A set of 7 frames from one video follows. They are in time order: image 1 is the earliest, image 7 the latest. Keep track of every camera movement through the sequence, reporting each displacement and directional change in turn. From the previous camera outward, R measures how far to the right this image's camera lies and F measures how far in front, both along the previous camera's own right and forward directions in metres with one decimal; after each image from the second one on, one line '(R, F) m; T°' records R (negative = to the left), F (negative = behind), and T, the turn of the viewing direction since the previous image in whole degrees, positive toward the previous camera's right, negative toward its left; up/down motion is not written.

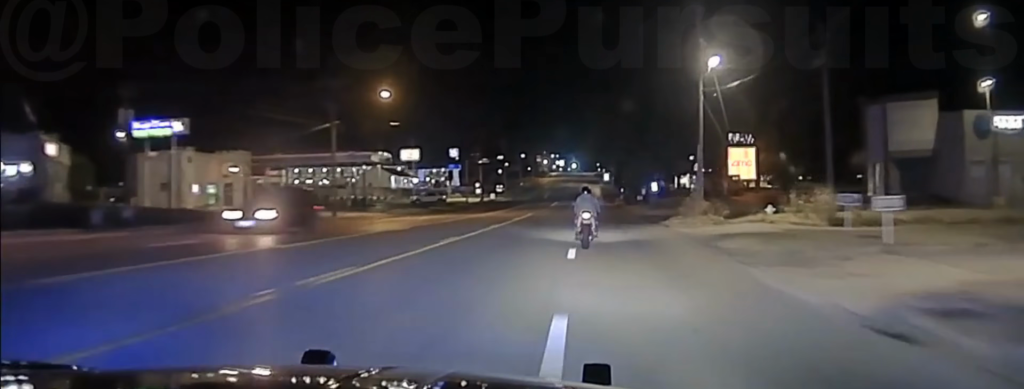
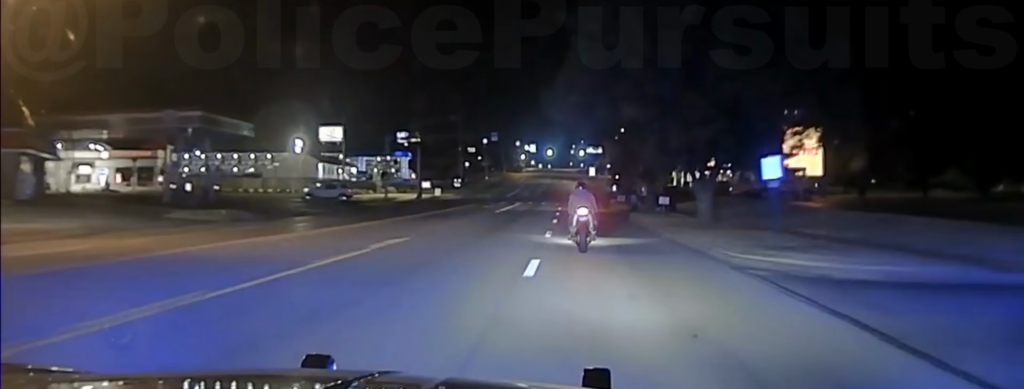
(+0.8, +45.5) m; +1°
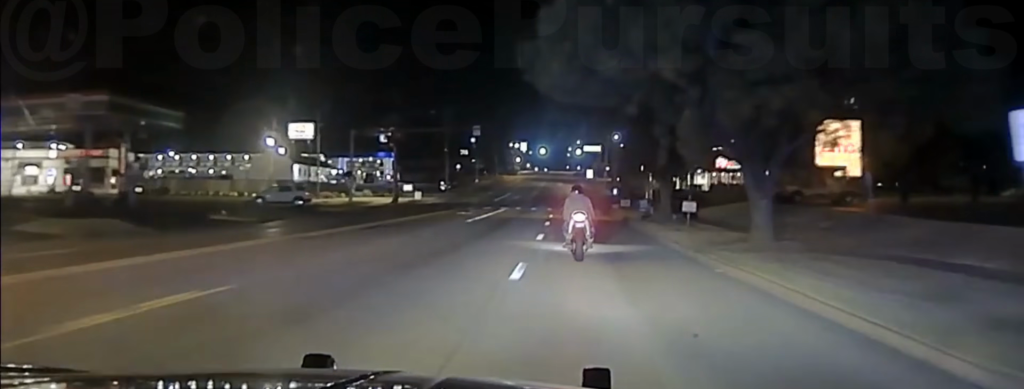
(0.0, +12.9) m; 0°
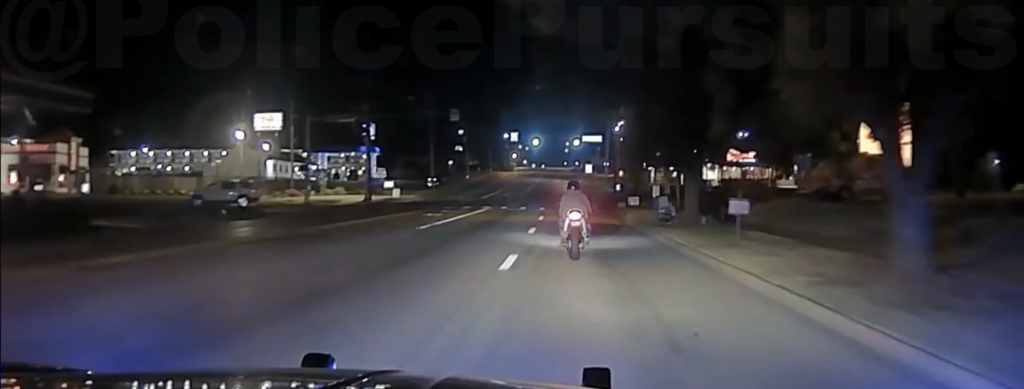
(0.0, +10.8) m; 0°
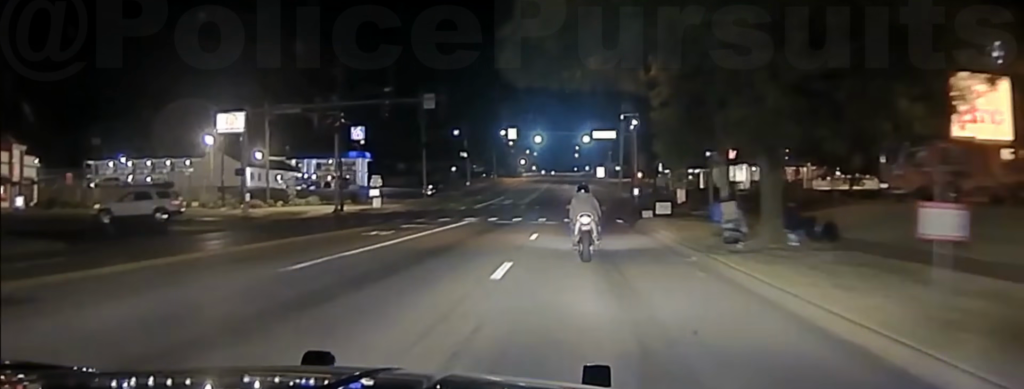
(0.0, +12.9) m; 0°
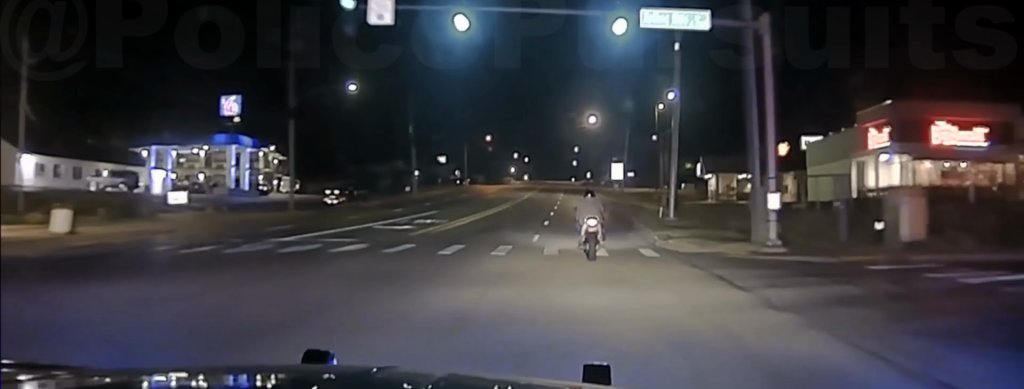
(-0.7, +43.5) m; 0°
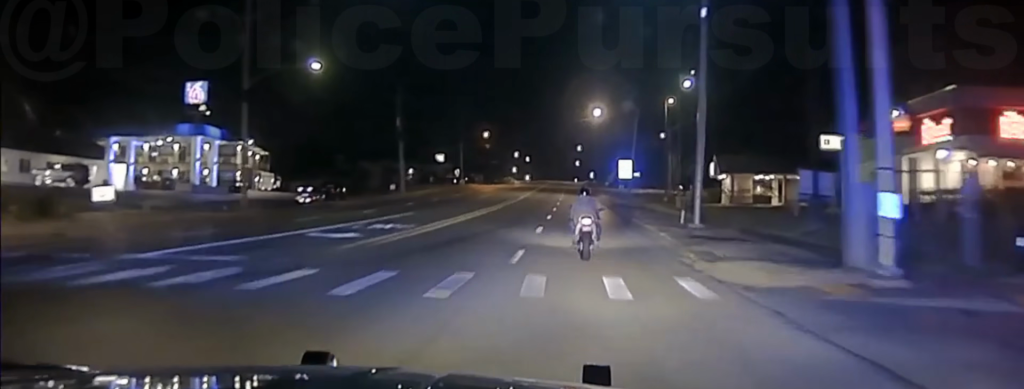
(+0.1, +8.2) m; 0°
